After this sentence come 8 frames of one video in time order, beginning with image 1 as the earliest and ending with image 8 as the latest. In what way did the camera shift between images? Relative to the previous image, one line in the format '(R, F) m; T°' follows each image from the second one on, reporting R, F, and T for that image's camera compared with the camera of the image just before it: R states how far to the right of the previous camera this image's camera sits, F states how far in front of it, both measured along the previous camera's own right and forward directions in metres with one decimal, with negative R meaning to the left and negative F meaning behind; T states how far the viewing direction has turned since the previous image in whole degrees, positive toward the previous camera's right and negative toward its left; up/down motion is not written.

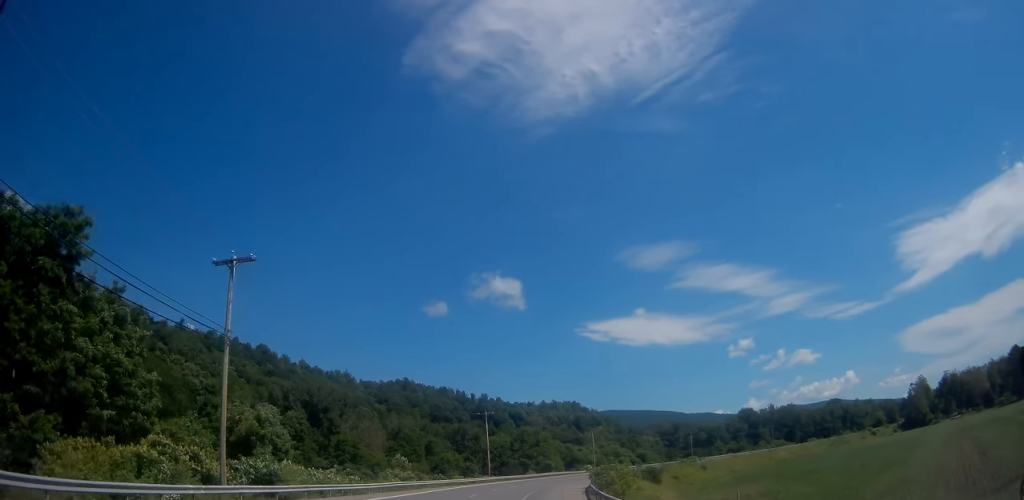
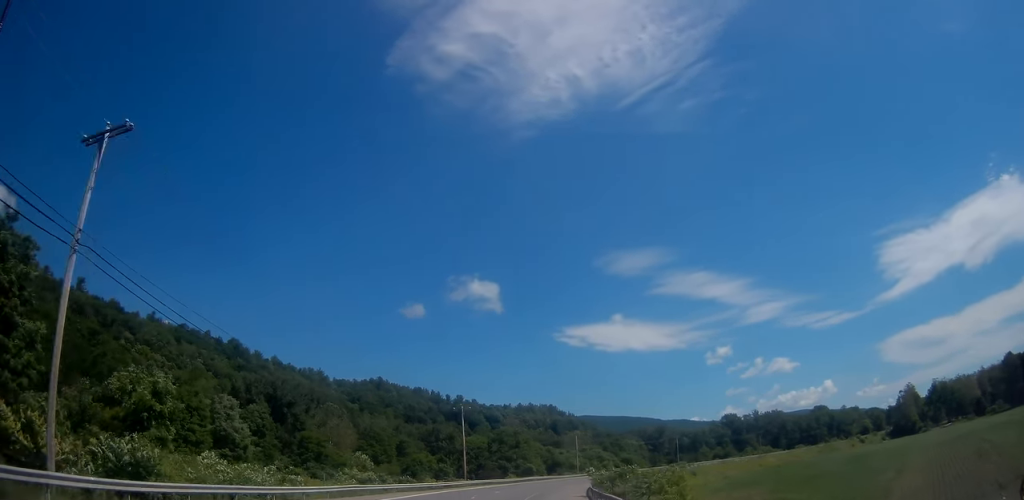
(+0.5, +11.2) m; +3°
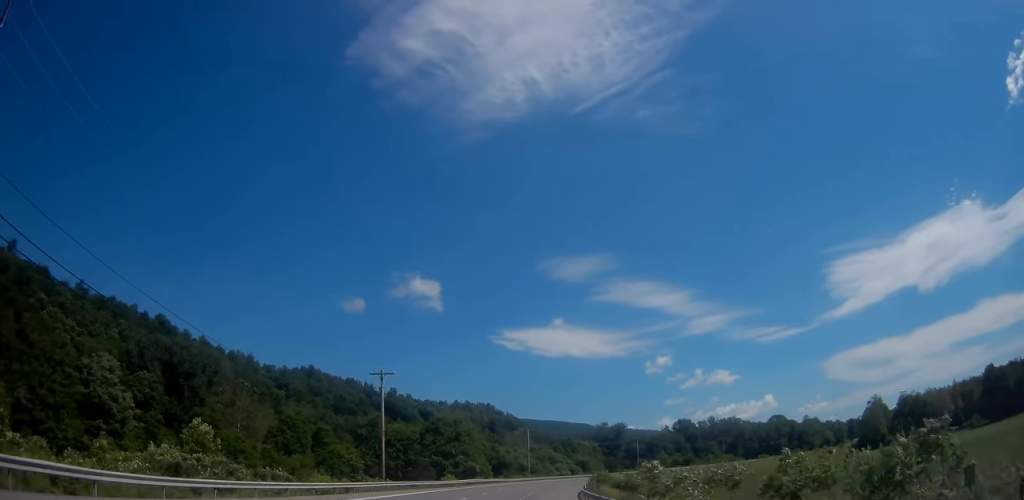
(+1.4, +26.7) m; +6°
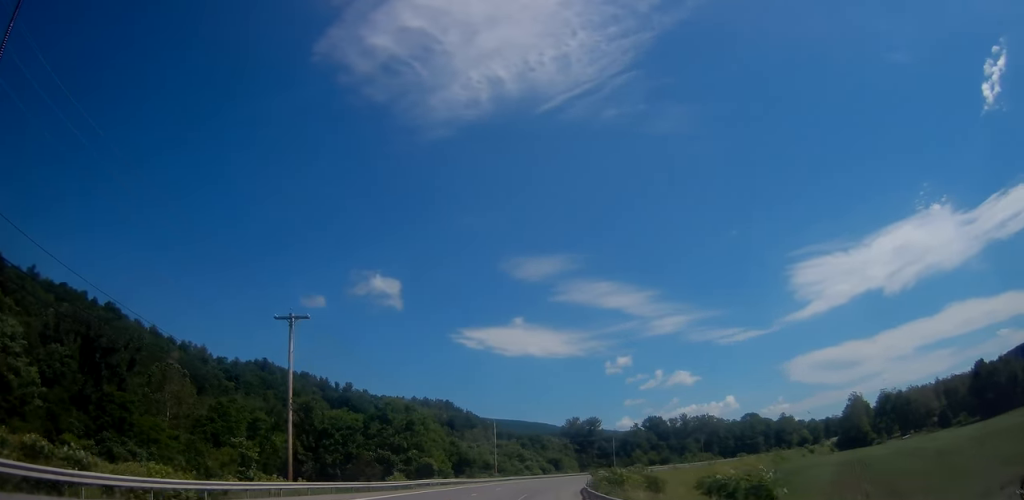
(+0.6, +18.9) m; +4°
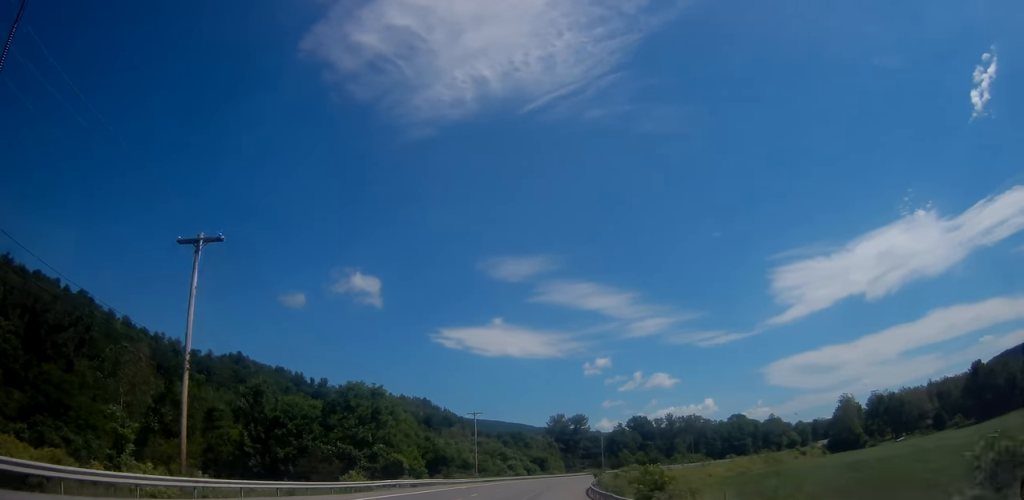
(+0.3, +12.1) m; +3°
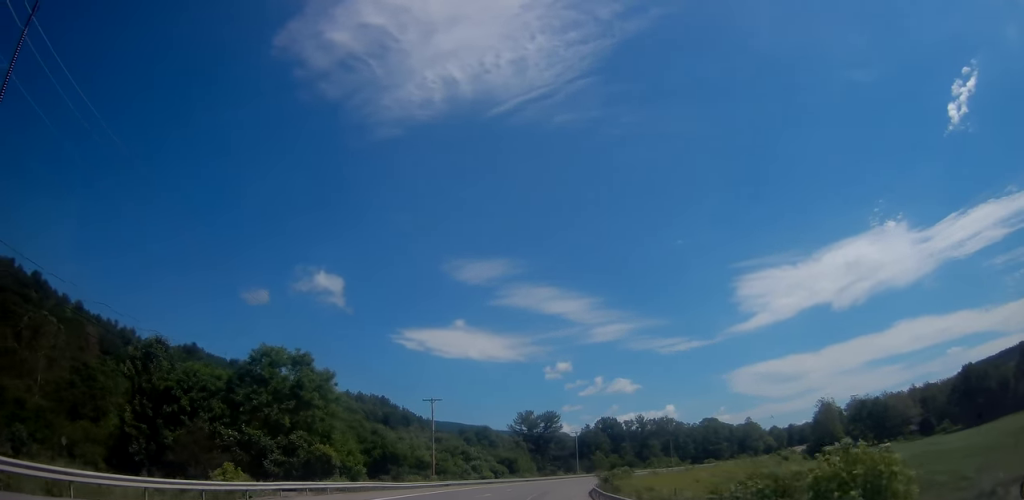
(+0.6, +18.0) m; +4°
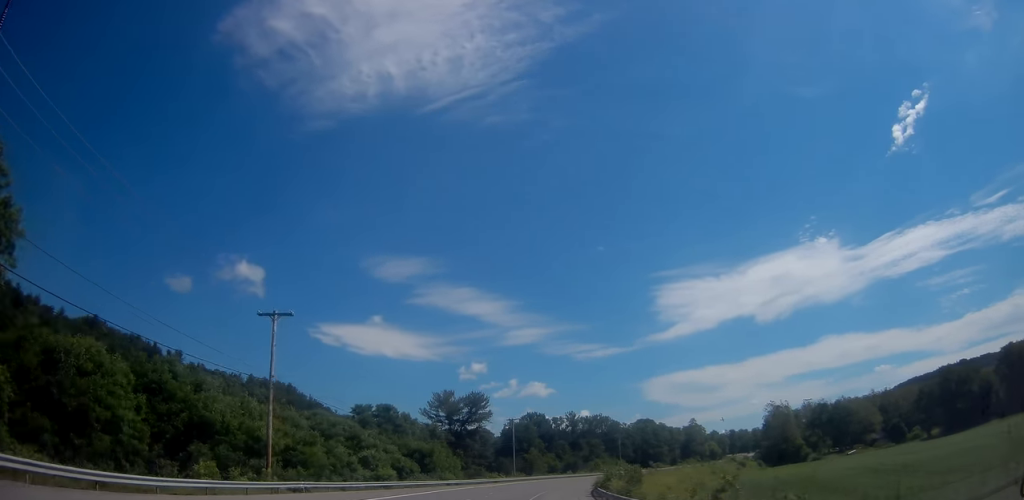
(+3.1, +36.8) m; +9°
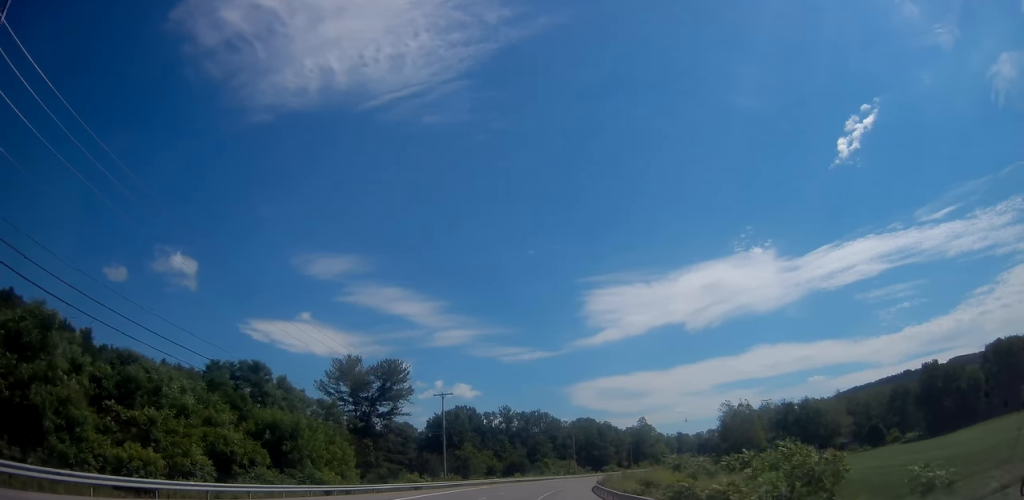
(+1.6, +33.5) m; +7°
